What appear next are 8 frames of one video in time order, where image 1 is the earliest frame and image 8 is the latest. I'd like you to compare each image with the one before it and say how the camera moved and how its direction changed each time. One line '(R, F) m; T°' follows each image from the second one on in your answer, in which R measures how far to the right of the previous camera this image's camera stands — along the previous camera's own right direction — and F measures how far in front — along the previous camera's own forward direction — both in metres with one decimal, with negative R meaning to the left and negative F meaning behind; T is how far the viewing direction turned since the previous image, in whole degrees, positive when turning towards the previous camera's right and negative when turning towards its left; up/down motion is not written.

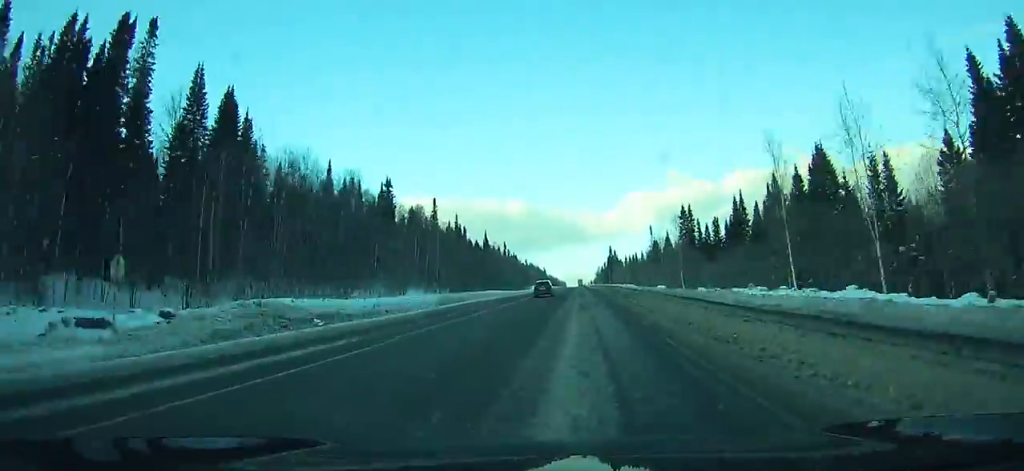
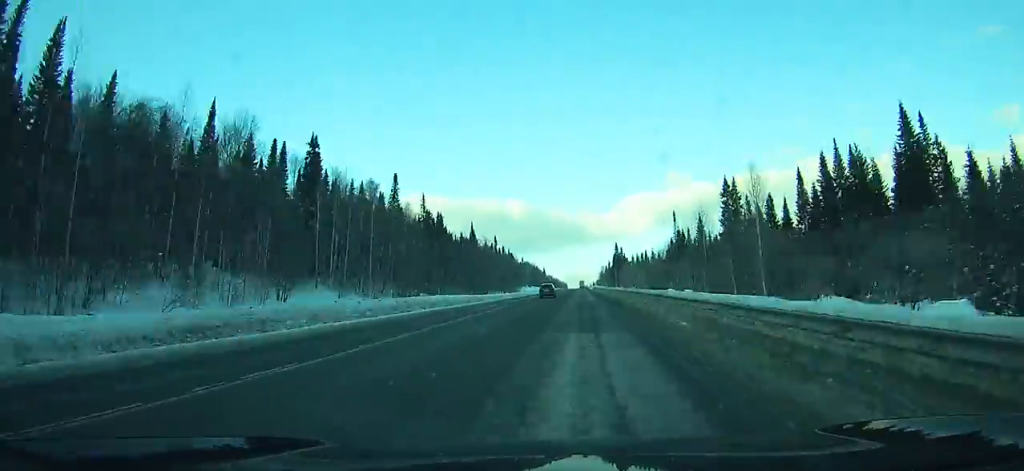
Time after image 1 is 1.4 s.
(0.0, +36.4) m; 0°
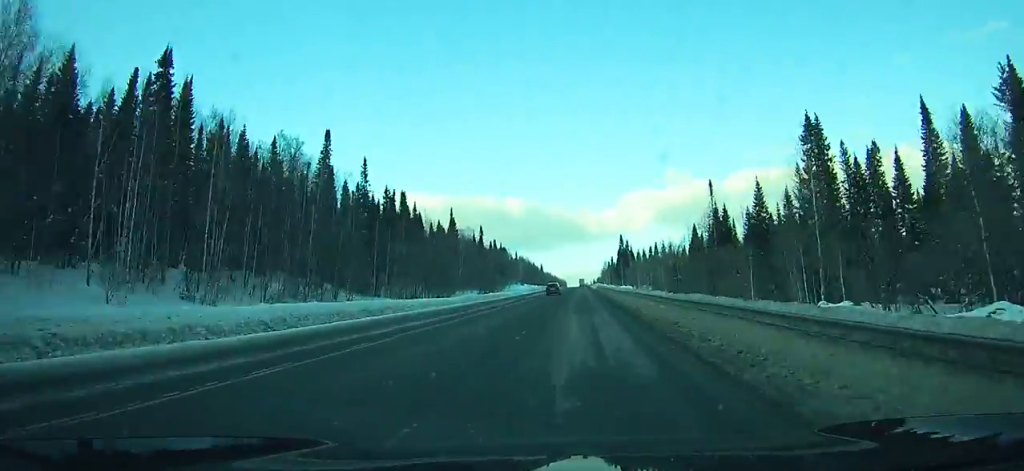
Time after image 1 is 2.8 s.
(0.0, +36.5) m; 0°
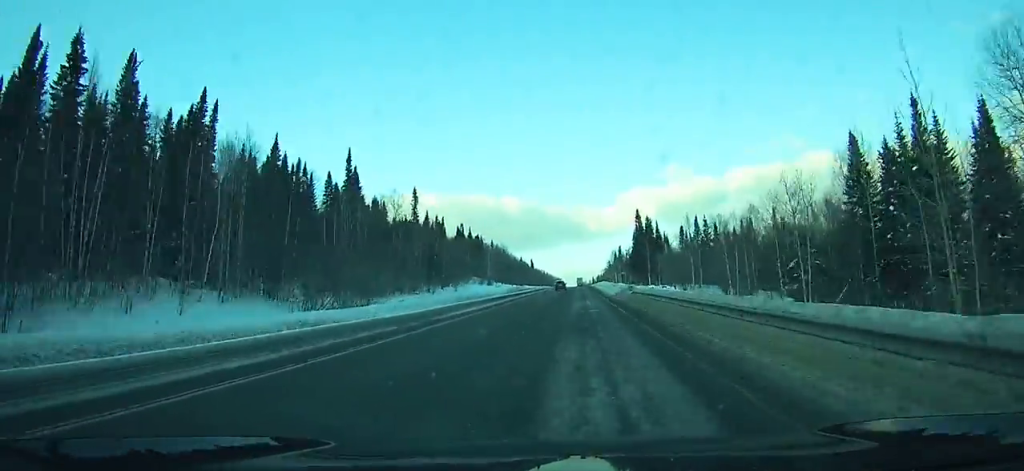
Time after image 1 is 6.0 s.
(+0.2, +83.8) m; 0°
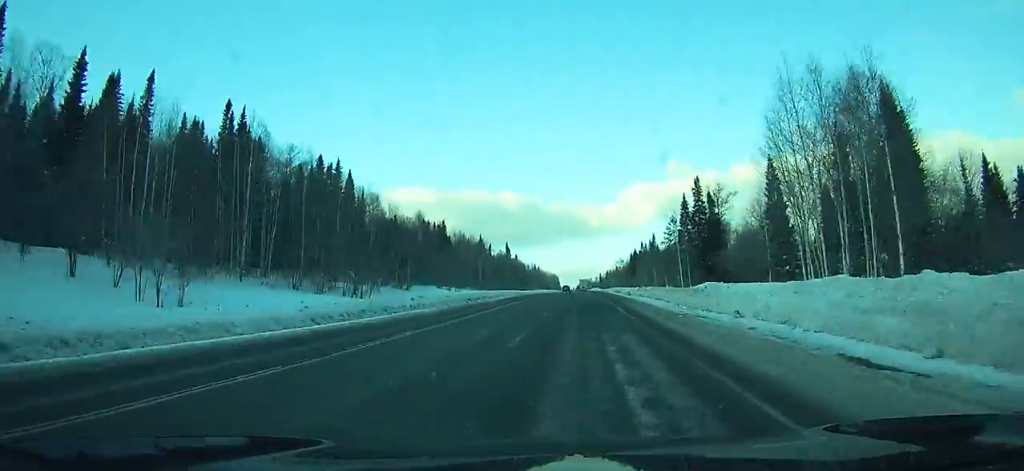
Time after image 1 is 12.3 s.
(-0.7, +165.8) m; -1°
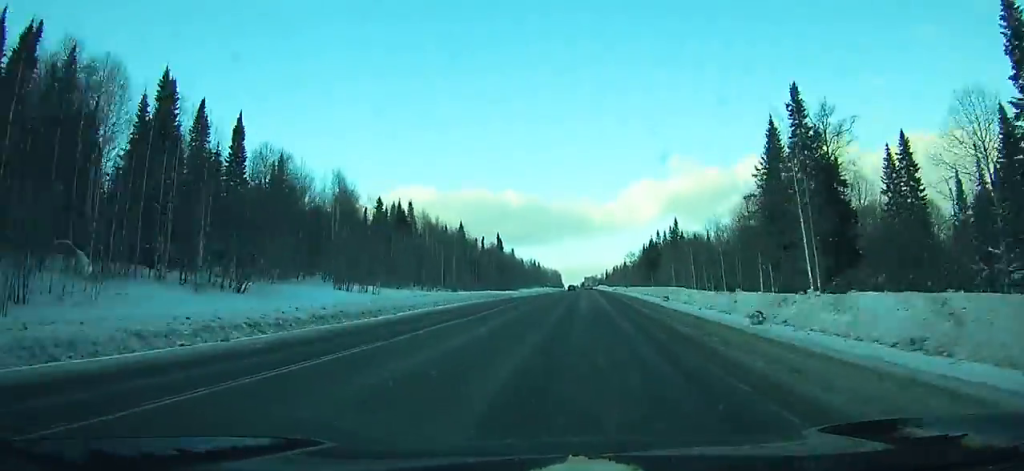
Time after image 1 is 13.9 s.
(0.0, +42.2) m; 0°
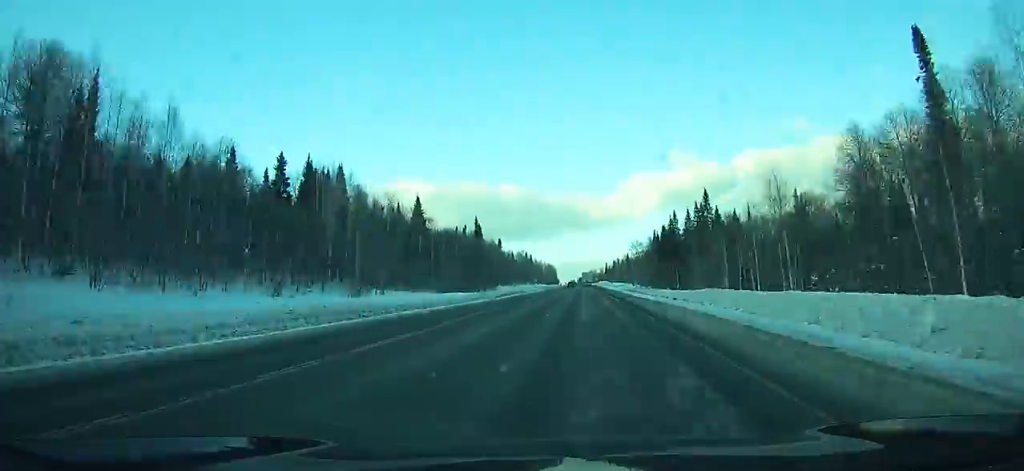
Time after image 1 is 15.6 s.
(-0.2, +44.4) m; 0°
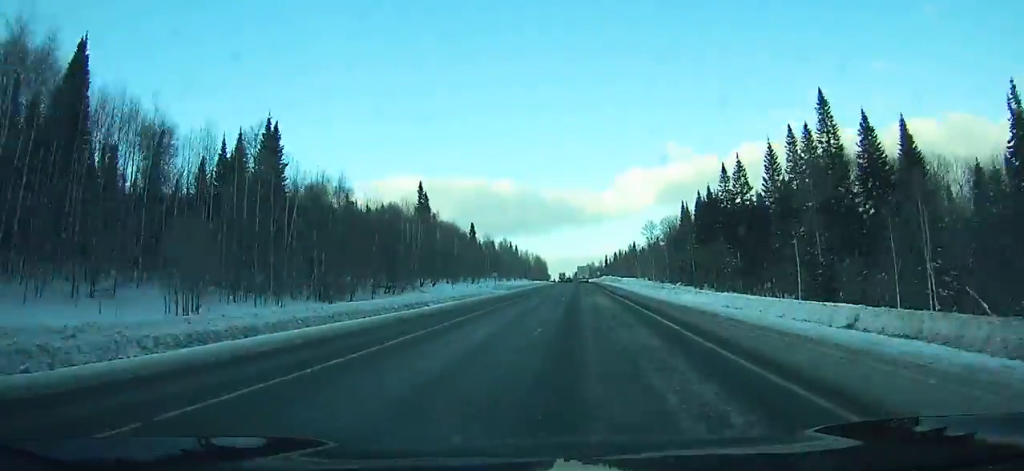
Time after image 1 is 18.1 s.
(-0.1, +64.6) m; 0°
